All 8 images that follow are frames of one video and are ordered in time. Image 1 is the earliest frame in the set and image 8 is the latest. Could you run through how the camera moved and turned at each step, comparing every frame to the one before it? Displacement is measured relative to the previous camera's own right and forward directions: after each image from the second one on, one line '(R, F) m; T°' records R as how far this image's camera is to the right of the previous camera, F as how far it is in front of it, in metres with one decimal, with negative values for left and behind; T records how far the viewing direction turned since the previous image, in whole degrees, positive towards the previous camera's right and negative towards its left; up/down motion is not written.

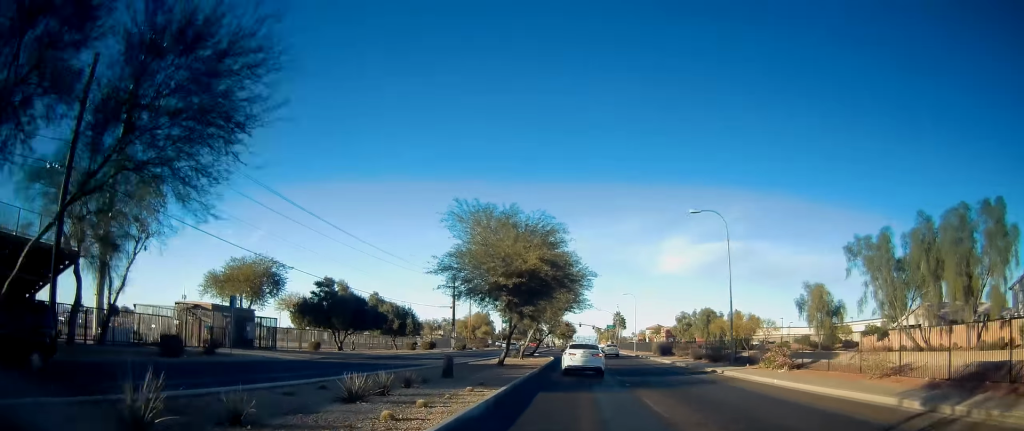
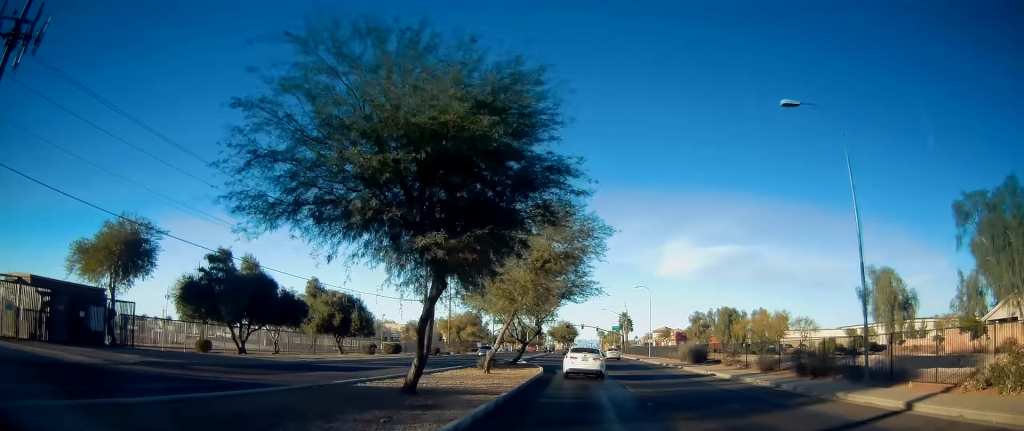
(-0.2, +17.5) m; -2°
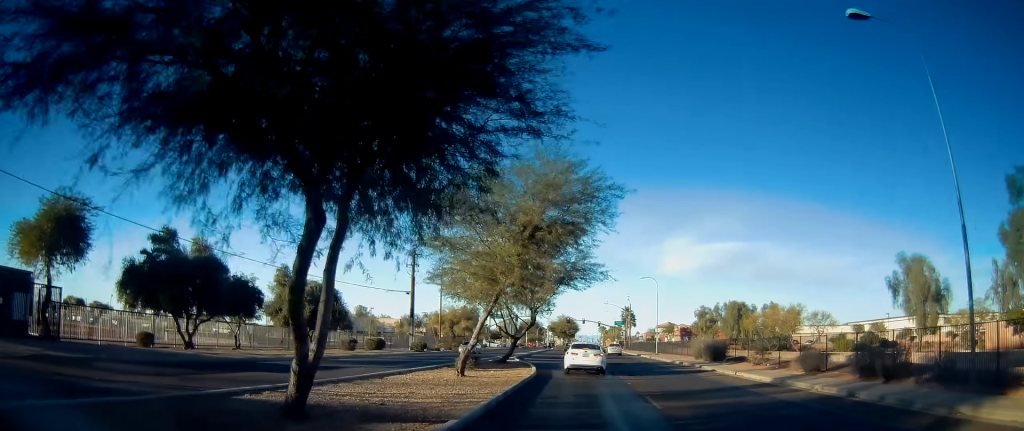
(-0.3, +6.1) m; 0°
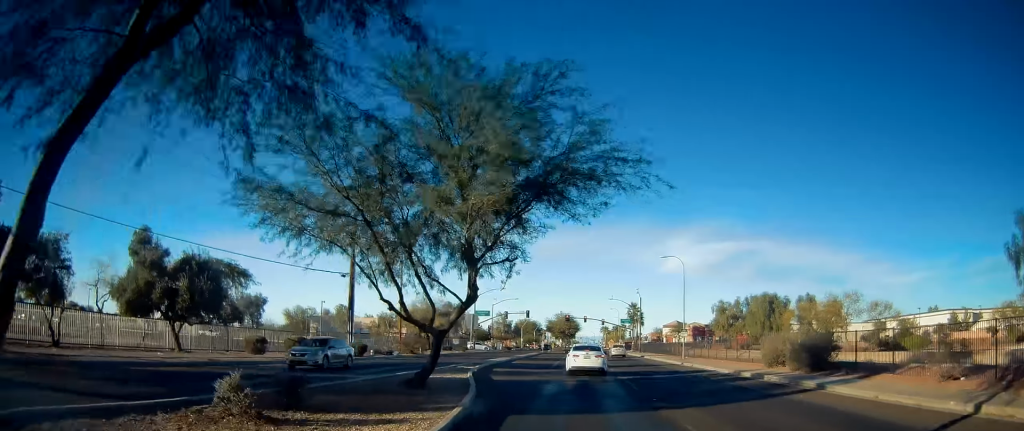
(+0.3, +18.2) m; +2°
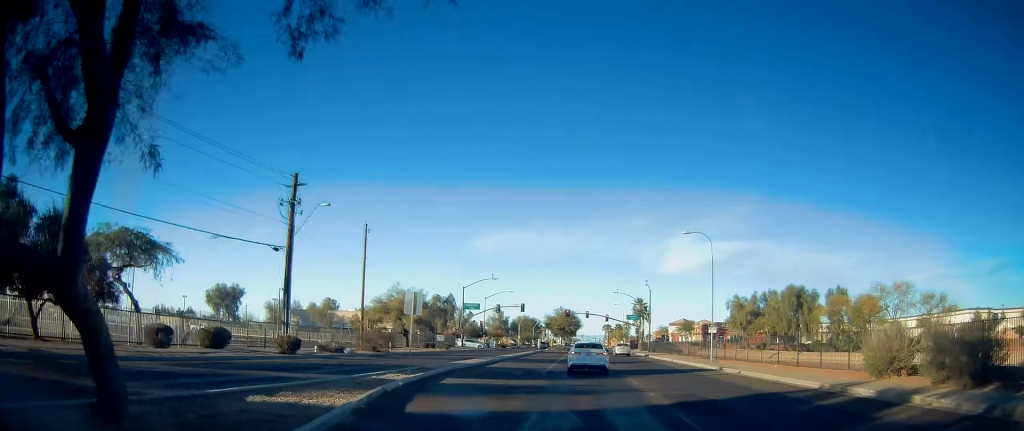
(+0.1, +11.3) m; 0°
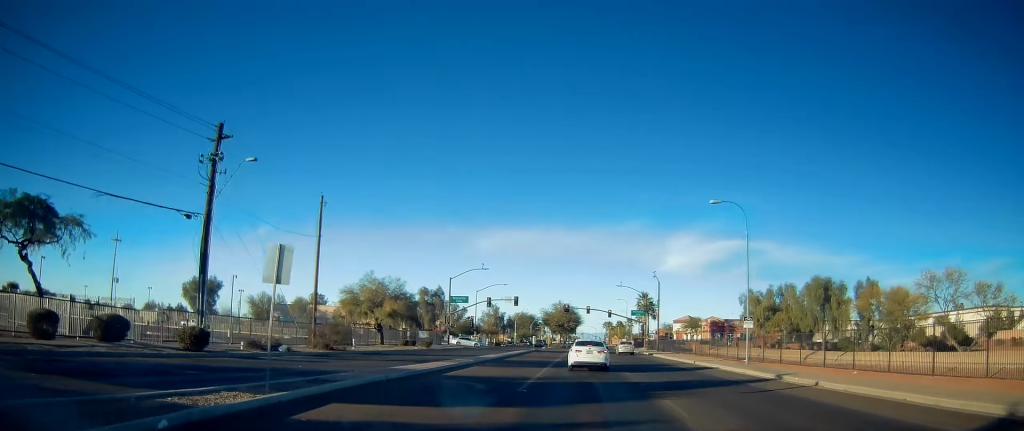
(0.0, +9.4) m; 0°
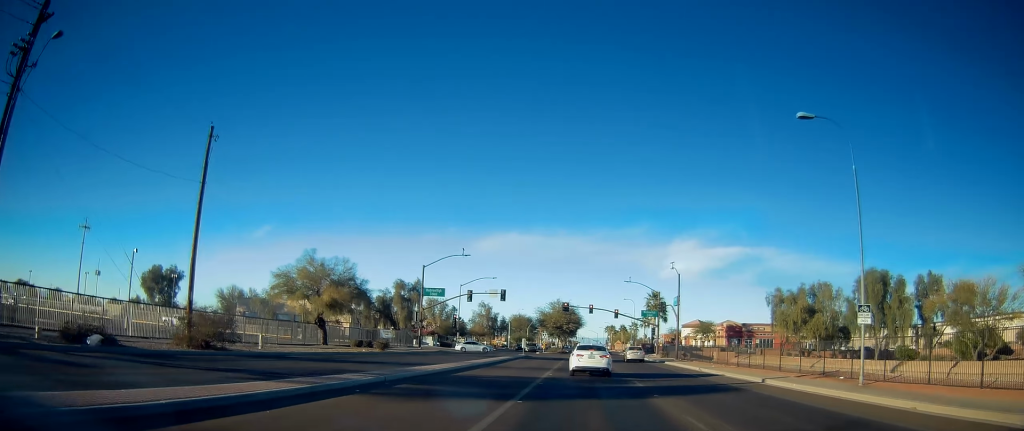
(0.0, +14.9) m; 0°
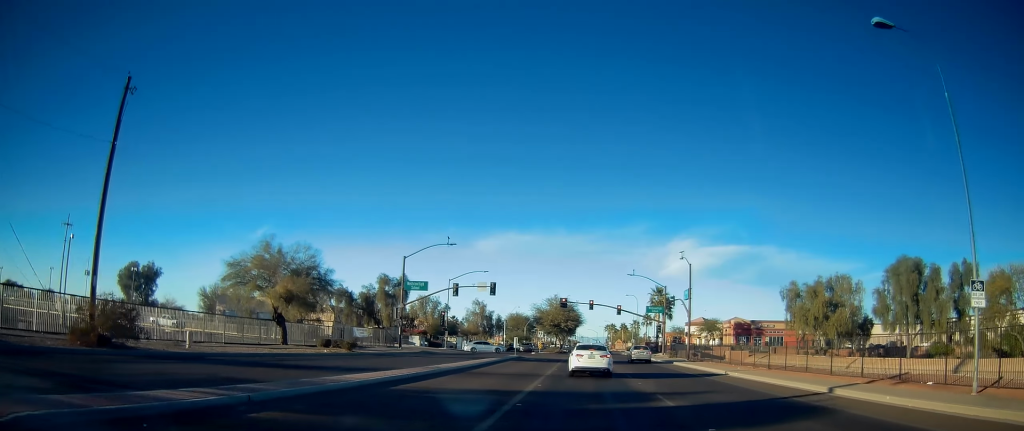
(0.0, +7.0) m; 0°
